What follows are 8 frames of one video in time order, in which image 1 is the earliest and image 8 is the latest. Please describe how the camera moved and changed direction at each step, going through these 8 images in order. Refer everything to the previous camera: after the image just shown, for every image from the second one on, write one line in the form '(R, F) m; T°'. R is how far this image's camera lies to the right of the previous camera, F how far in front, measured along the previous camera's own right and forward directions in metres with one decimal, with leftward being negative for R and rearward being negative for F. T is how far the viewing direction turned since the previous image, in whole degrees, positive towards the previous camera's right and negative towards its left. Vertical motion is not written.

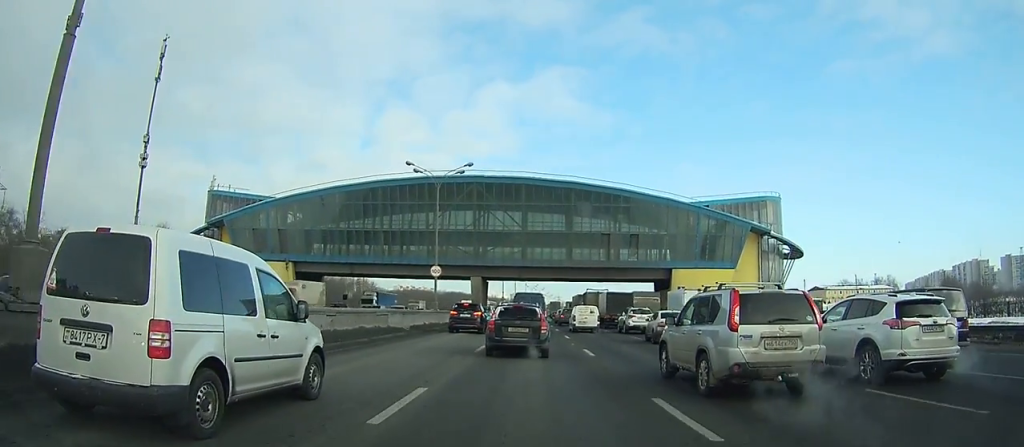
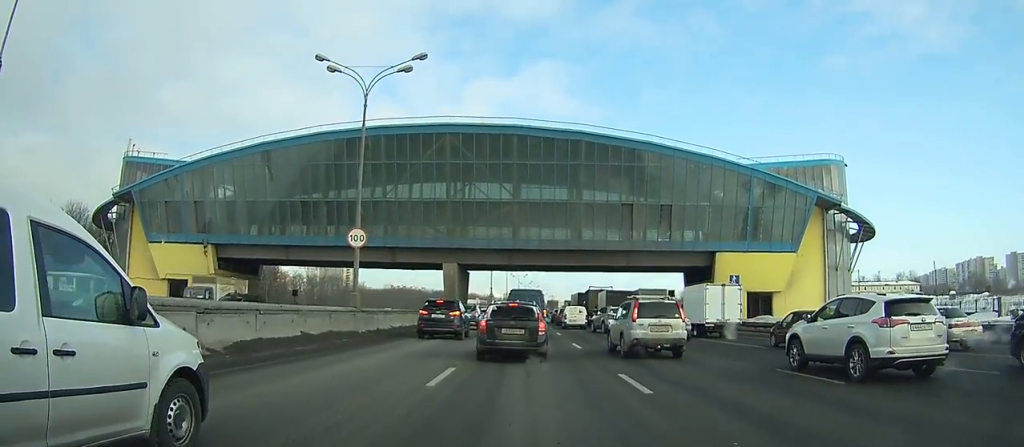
(0.0, +19.4) m; 0°
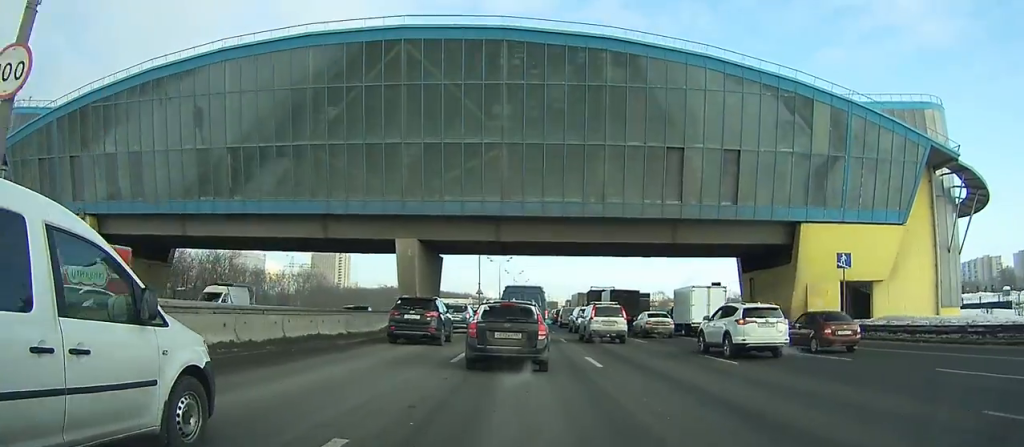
(+0.1, +19.4) m; +2°
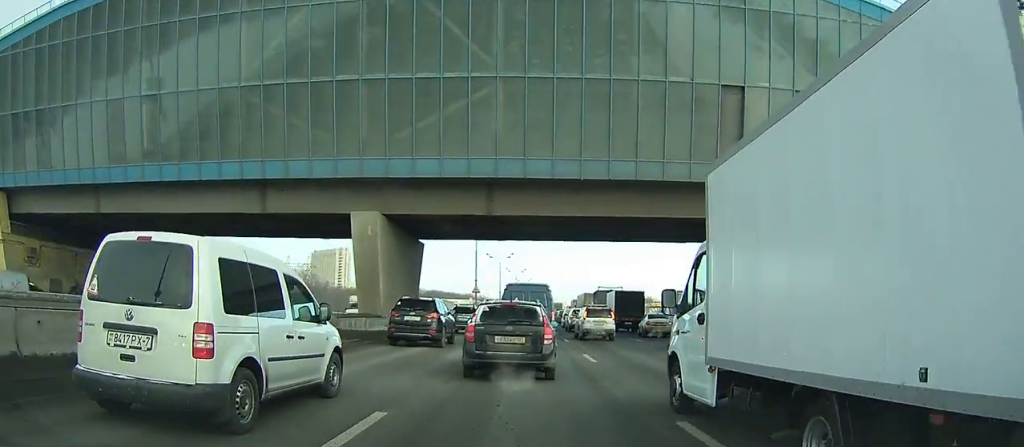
(+0.3, +9.9) m; +2°
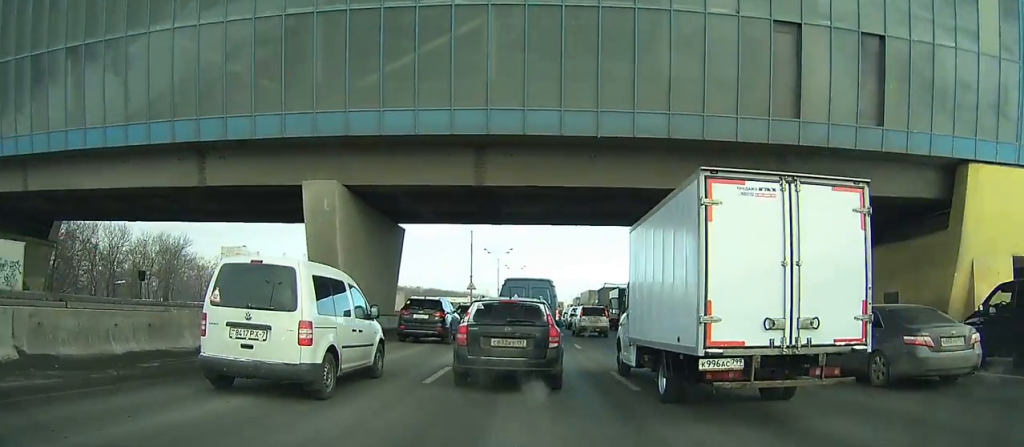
(0.0, +5.6) m; +1°
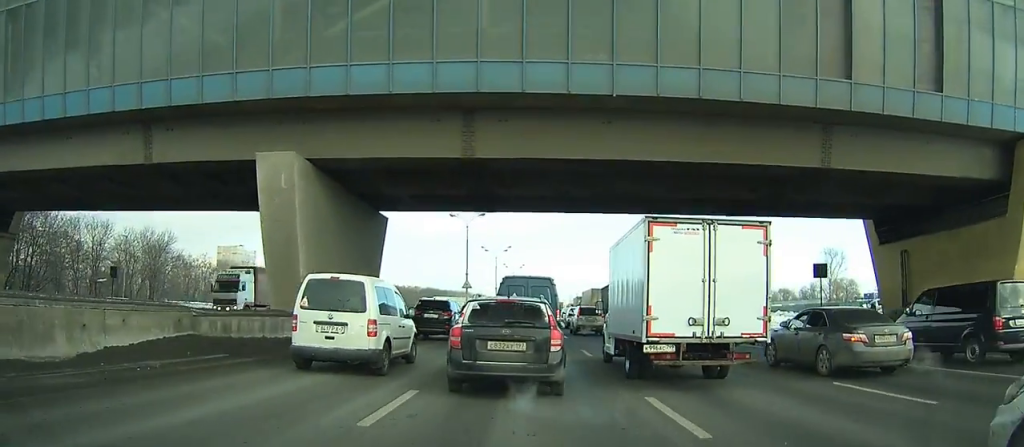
(+0.1, +3.7) m; +1°
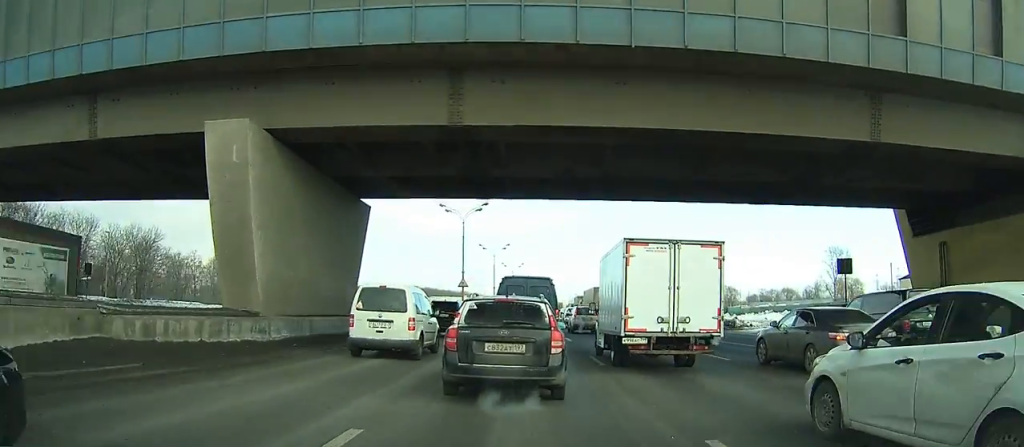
(0.0, +3.5) m; +1°
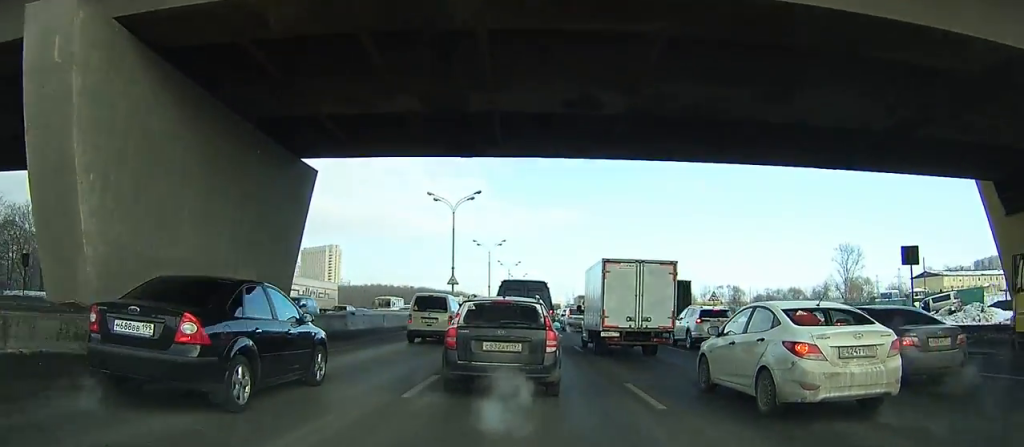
(0.0, +6.8) m; -2°
